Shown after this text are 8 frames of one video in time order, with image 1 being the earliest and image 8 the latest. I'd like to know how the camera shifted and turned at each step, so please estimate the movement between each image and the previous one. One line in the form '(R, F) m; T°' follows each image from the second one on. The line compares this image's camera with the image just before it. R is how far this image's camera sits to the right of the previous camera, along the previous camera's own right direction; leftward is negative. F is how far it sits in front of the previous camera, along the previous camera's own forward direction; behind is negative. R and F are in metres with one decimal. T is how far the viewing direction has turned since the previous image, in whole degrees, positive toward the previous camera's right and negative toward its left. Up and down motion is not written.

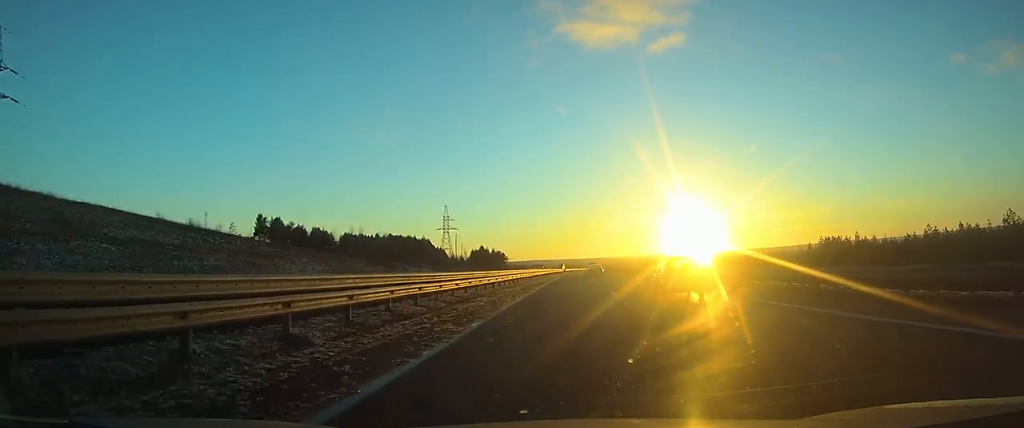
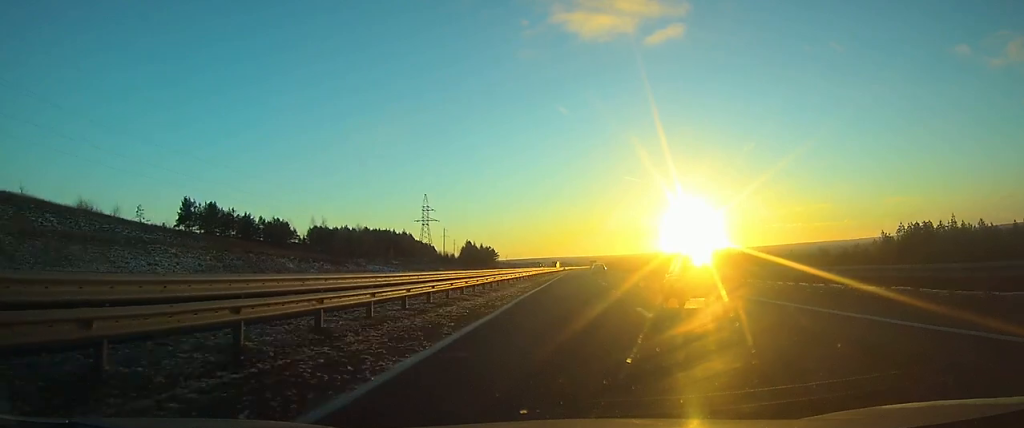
(+0.1, +36.1) m; 0°
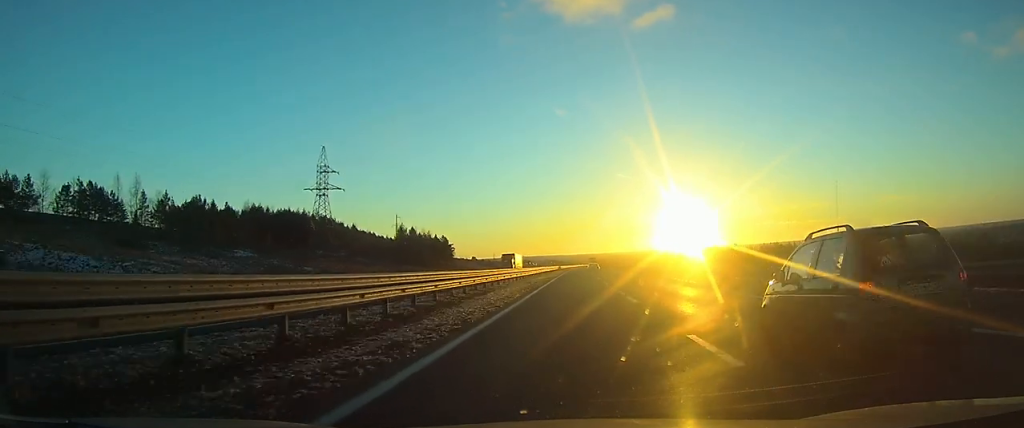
(+0.7, +94.1) m; +1°
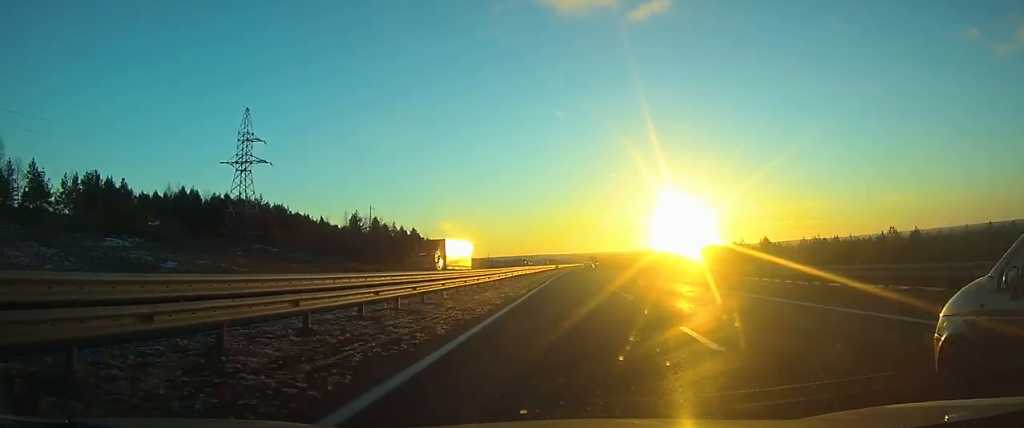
(0.0, +34.9) m; 0°
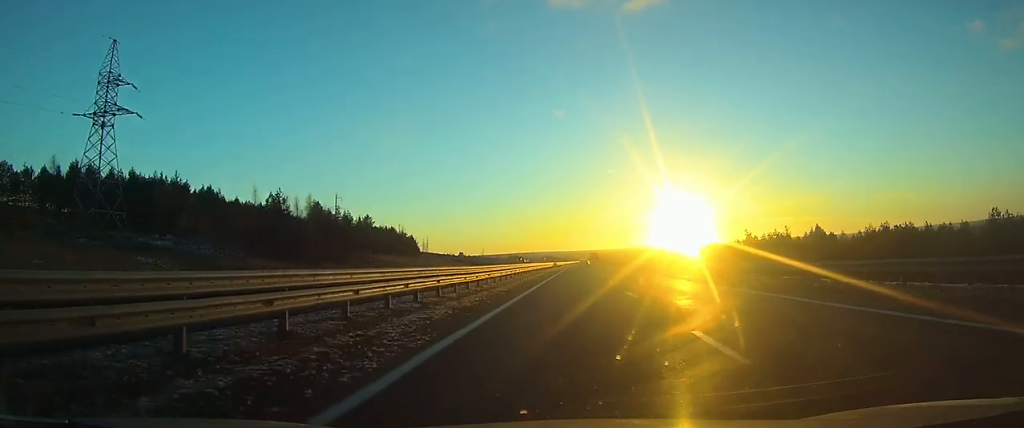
(+0.1, +35.9) m; 0°
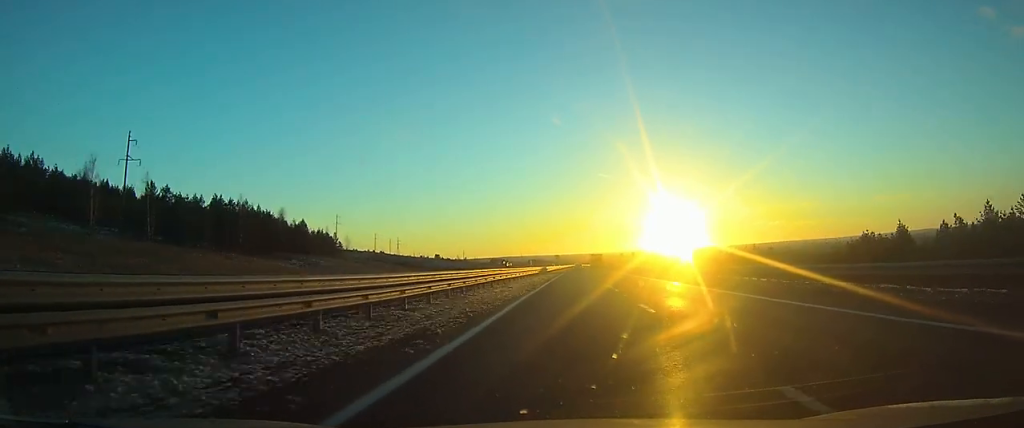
(+1.2, +109.4) m; +1°
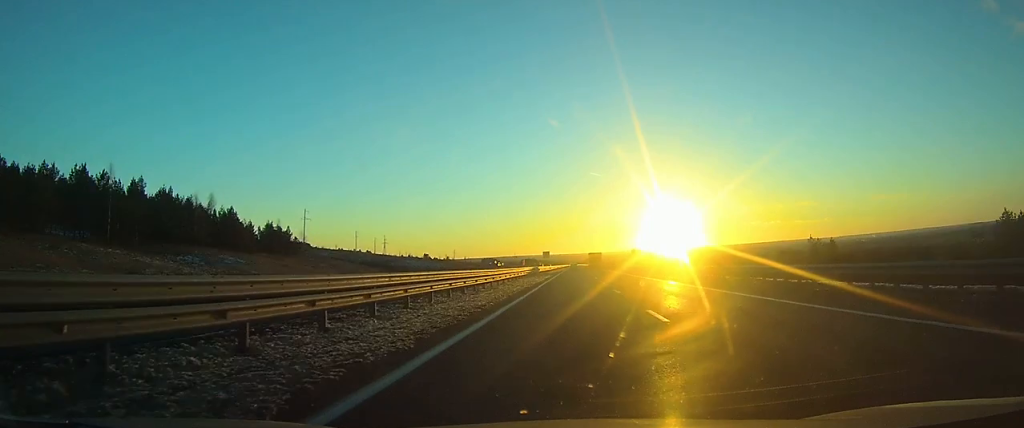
(0.0, +40.2) m; 0°
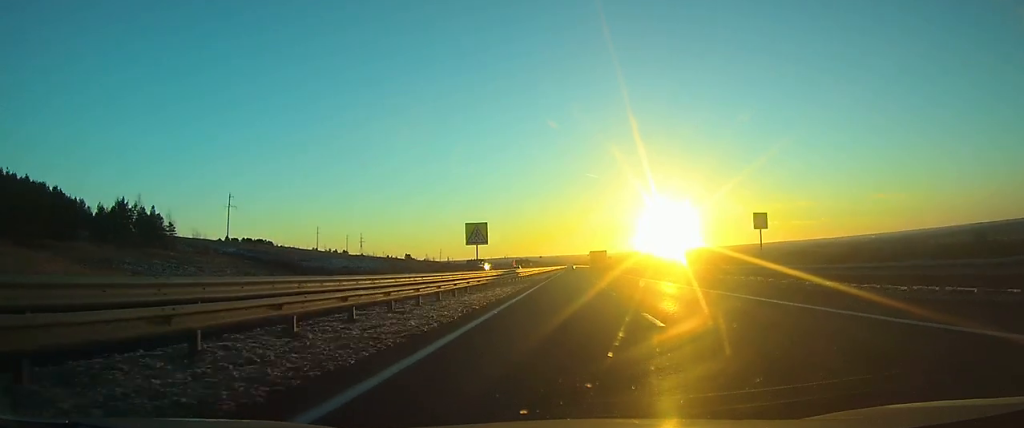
(+0.3, +74.3) m; 0°
